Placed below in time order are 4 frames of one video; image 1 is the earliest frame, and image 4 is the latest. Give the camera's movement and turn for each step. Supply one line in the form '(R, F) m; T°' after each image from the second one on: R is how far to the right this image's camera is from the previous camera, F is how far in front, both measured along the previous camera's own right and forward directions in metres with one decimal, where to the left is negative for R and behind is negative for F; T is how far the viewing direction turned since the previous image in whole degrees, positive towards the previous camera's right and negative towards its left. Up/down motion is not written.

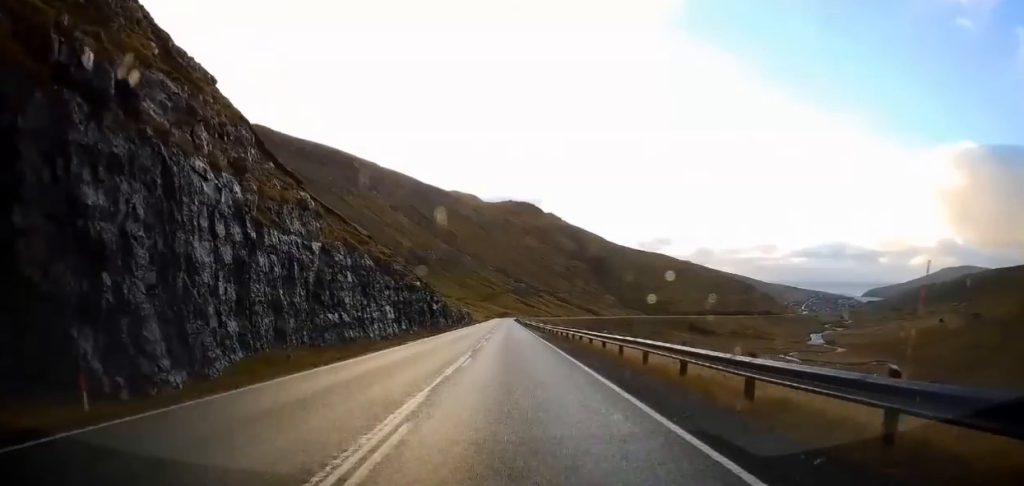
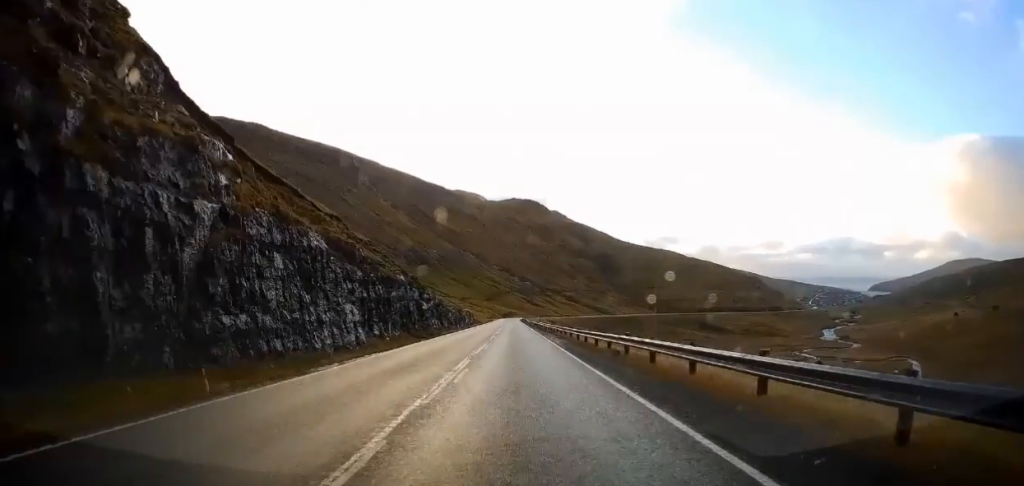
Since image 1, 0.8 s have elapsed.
(-0.2, +16.0) m; -1°
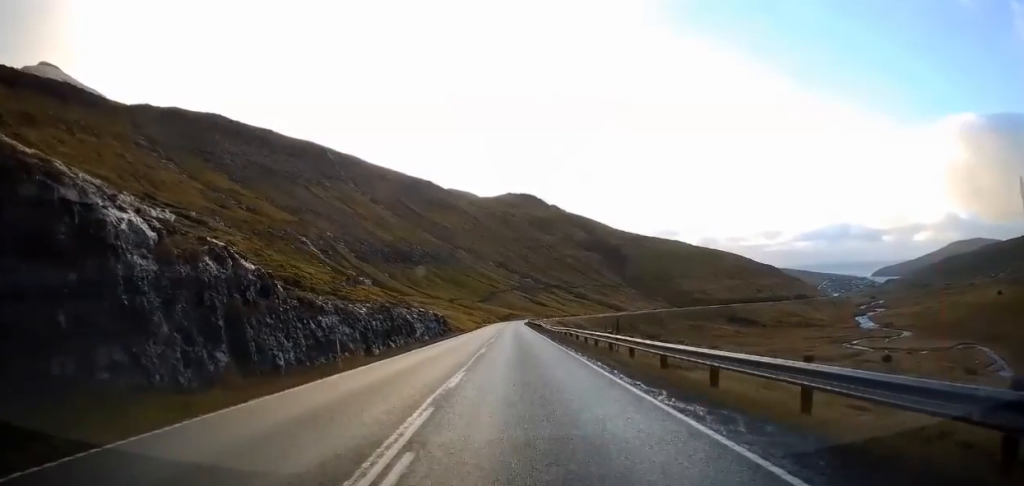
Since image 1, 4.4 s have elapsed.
(-0.8, +68.9) m; -2°
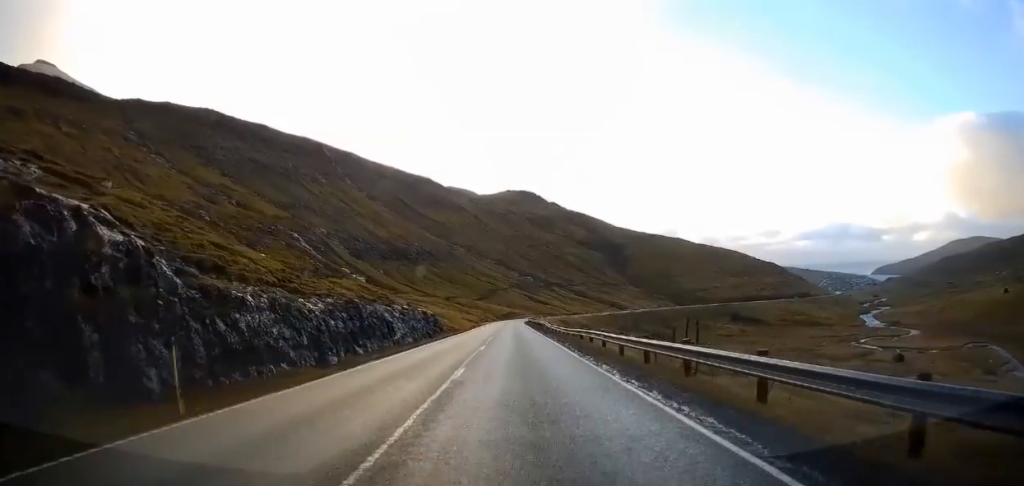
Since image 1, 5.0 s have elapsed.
(0.0, +10.7) m; -1°
